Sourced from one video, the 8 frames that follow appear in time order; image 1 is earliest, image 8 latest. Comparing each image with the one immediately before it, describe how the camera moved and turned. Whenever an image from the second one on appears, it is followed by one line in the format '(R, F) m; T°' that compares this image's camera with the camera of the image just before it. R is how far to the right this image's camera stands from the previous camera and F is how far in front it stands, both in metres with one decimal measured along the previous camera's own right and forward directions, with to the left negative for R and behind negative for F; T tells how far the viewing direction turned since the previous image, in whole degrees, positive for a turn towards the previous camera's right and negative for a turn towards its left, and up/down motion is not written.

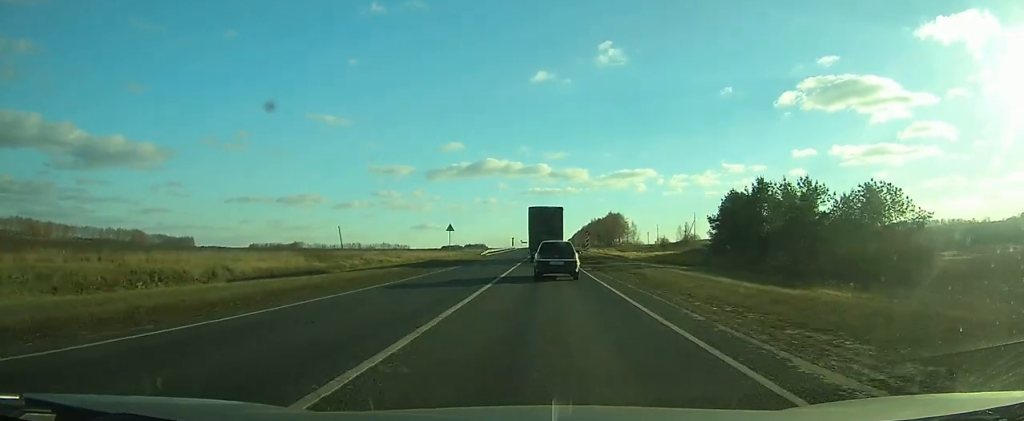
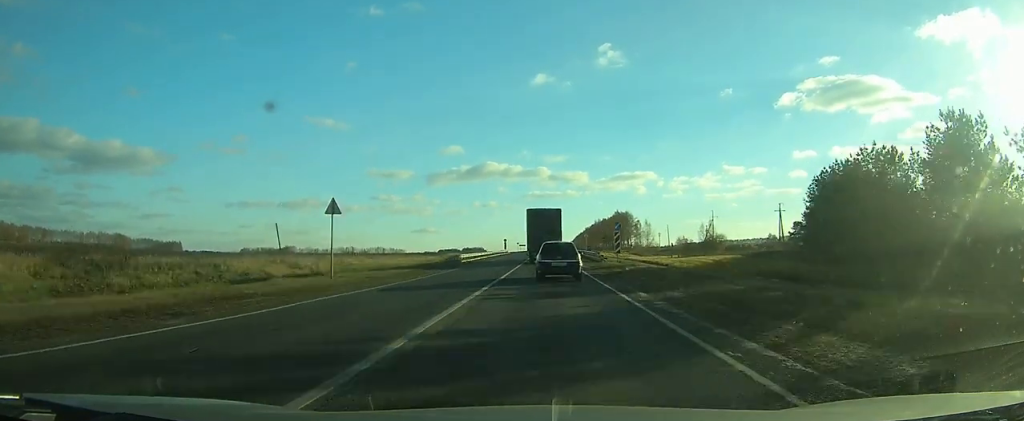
(0.0, +33.8) m; 0°
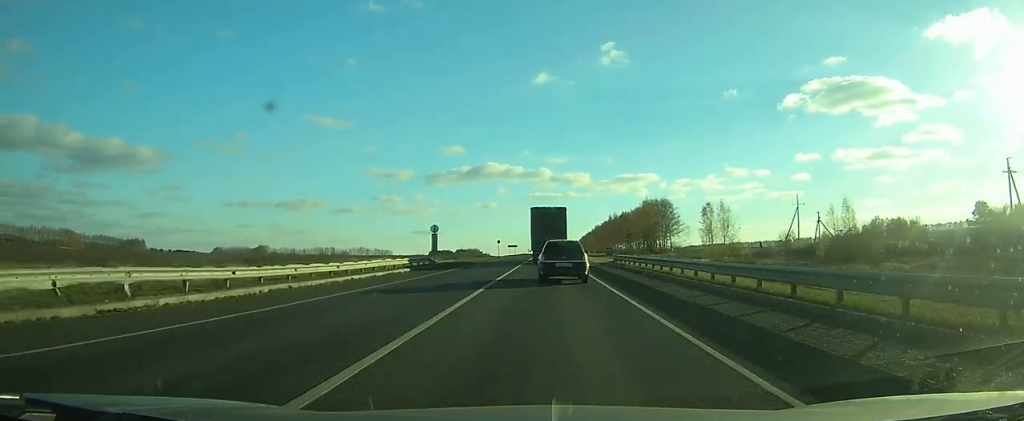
(-0.4, +91.4) m; -1°
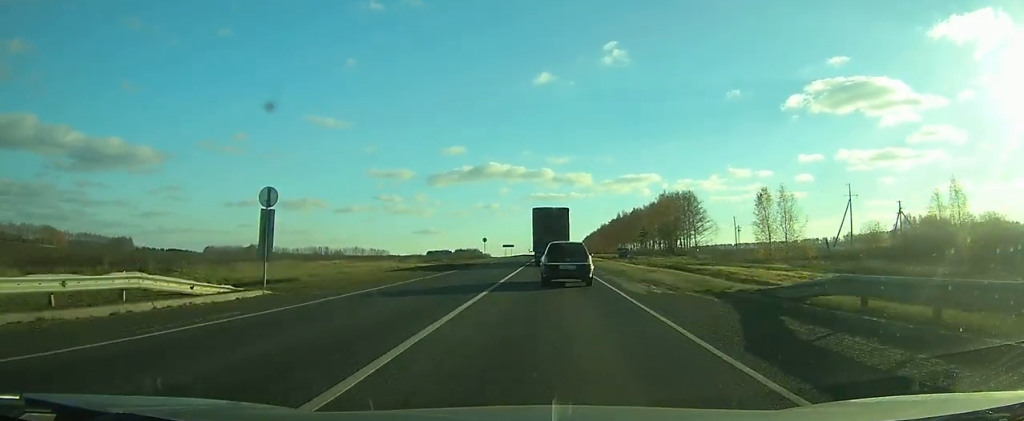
(0.0, +30.0) m; 0°
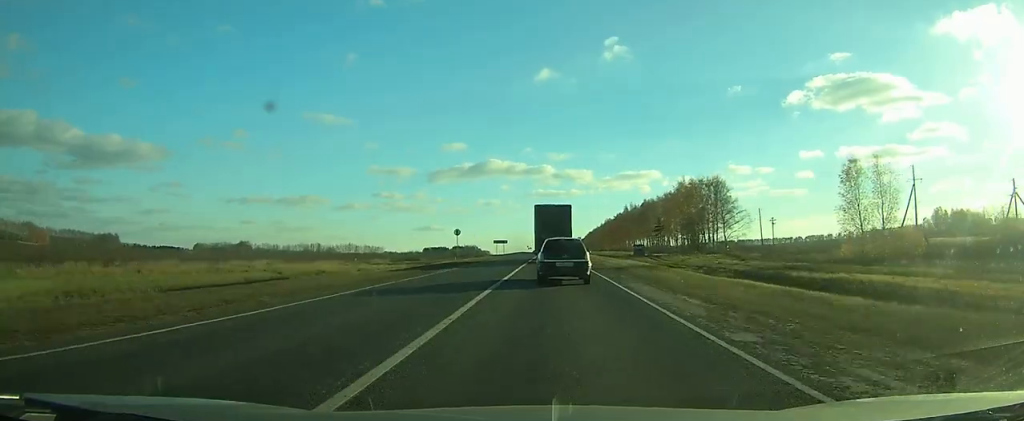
(0.0, +26.4) m; 0°
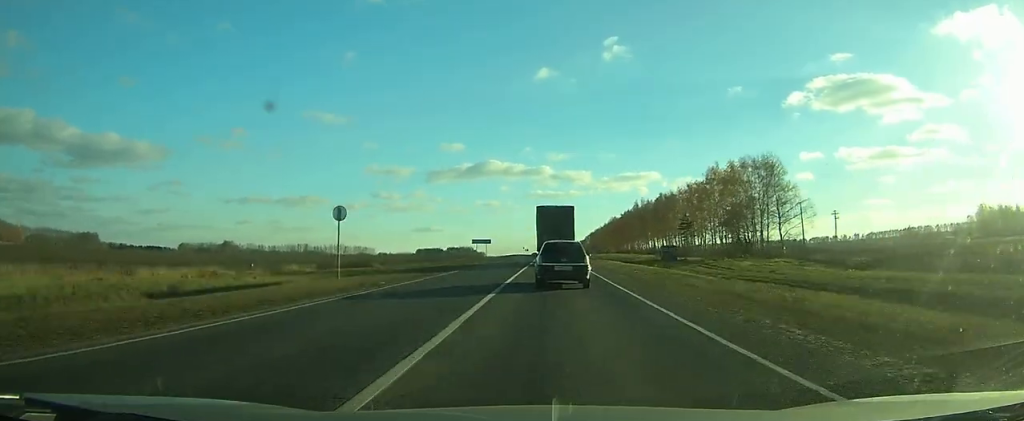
(0.0, +33.5) m; 0°
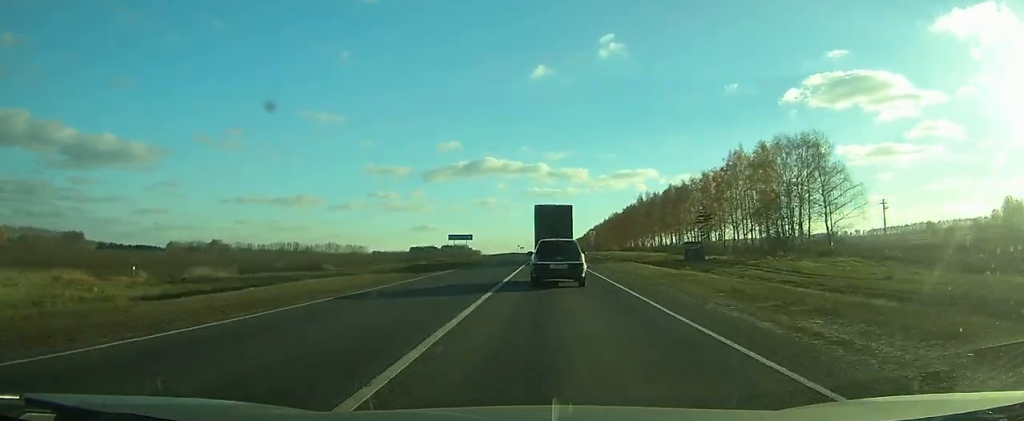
(0.0, +19.4) m; 0°
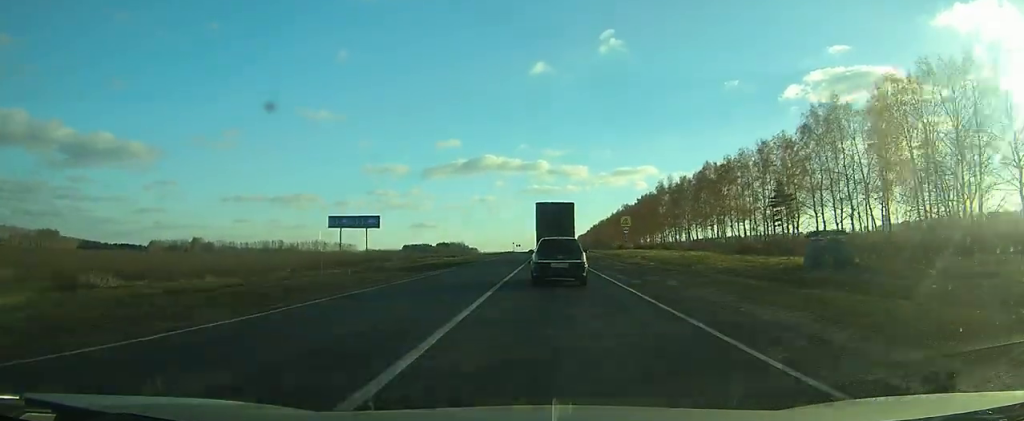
(0.0, +42.3) m; 0°
